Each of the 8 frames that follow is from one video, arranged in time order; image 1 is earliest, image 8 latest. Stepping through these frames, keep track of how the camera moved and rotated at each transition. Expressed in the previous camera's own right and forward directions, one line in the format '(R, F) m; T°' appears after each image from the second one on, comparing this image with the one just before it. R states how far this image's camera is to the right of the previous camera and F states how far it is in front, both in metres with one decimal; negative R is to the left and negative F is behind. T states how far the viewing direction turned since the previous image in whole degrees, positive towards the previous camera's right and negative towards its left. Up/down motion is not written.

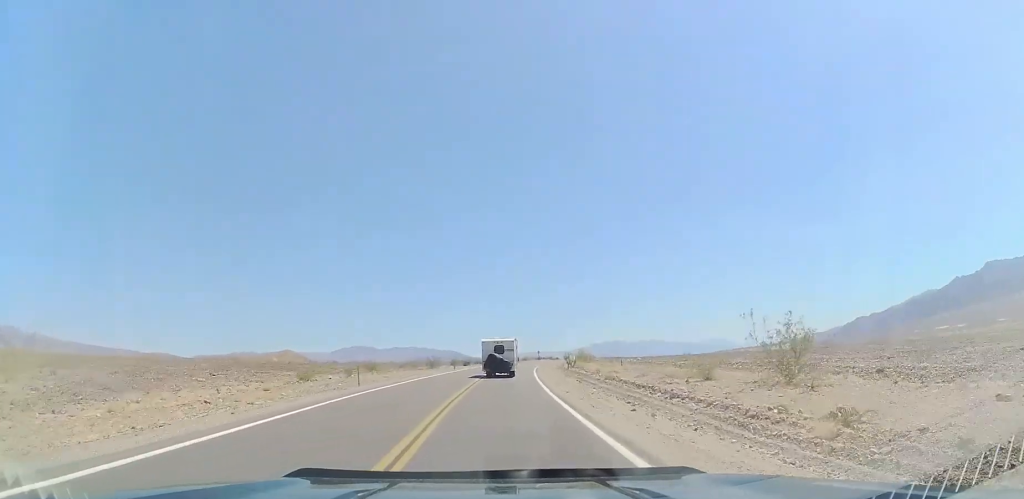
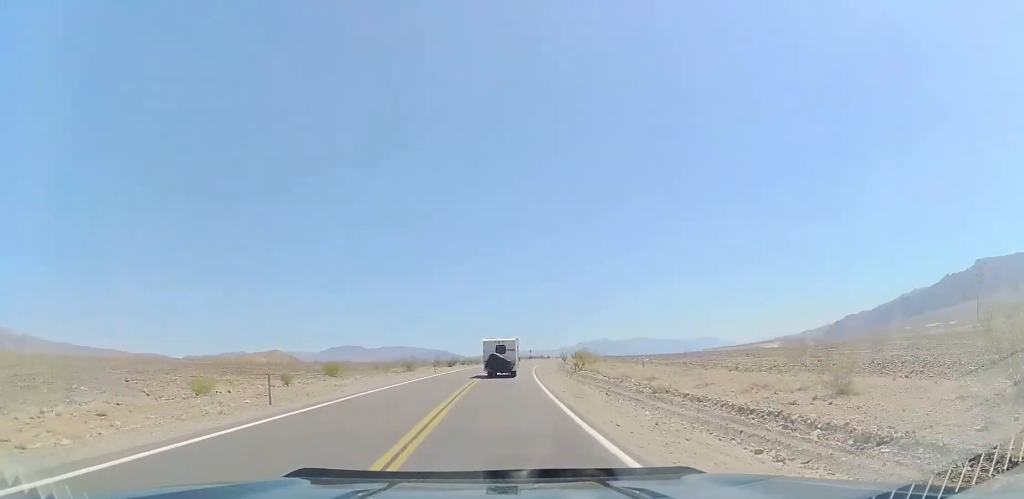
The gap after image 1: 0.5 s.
(+0.2, +11.3) m; +1°
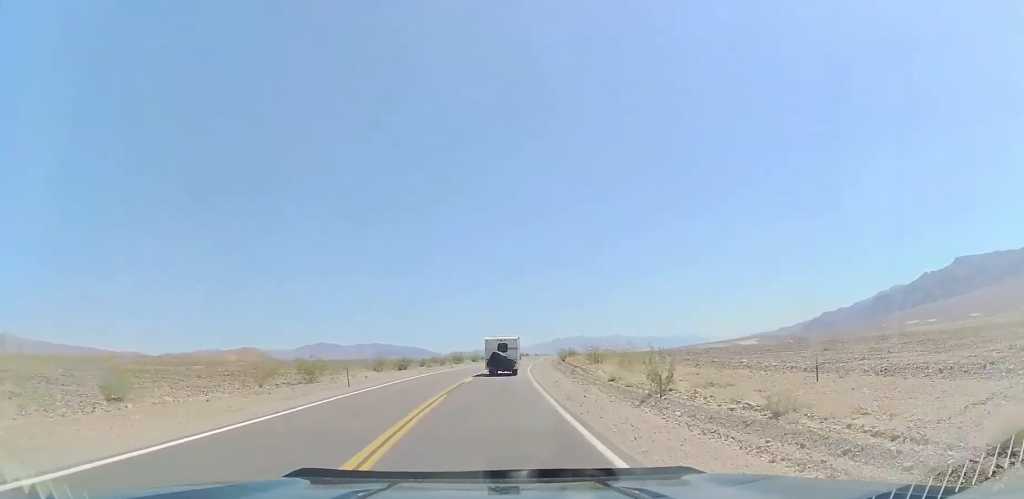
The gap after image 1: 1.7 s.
(+0.7, +26.7) m; +3°
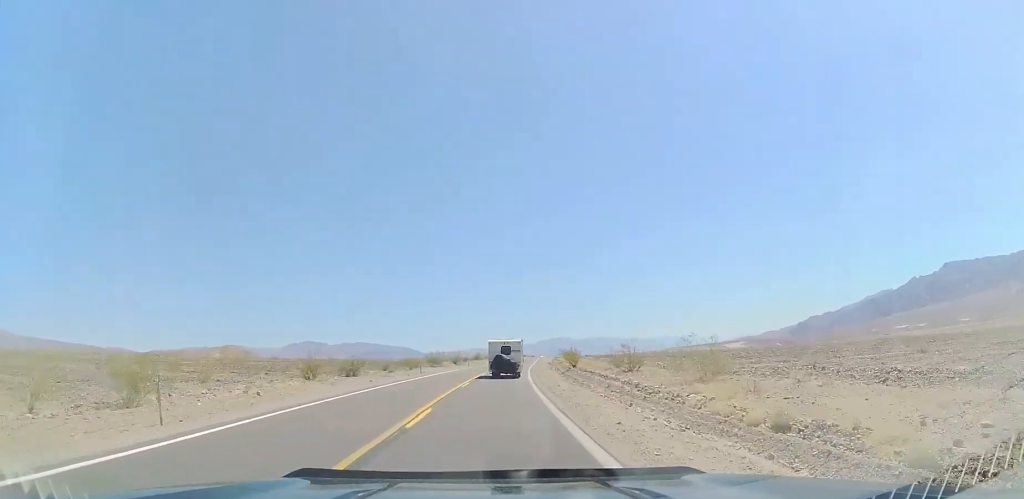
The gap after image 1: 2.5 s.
(+0.4, +16.9) m; +2°
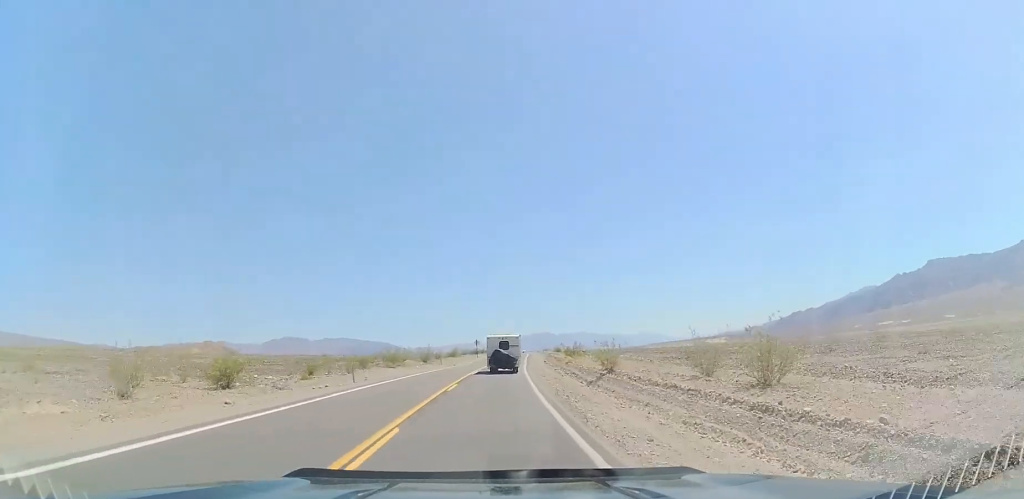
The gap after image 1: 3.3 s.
(+0.3, +19.1) m; 0°
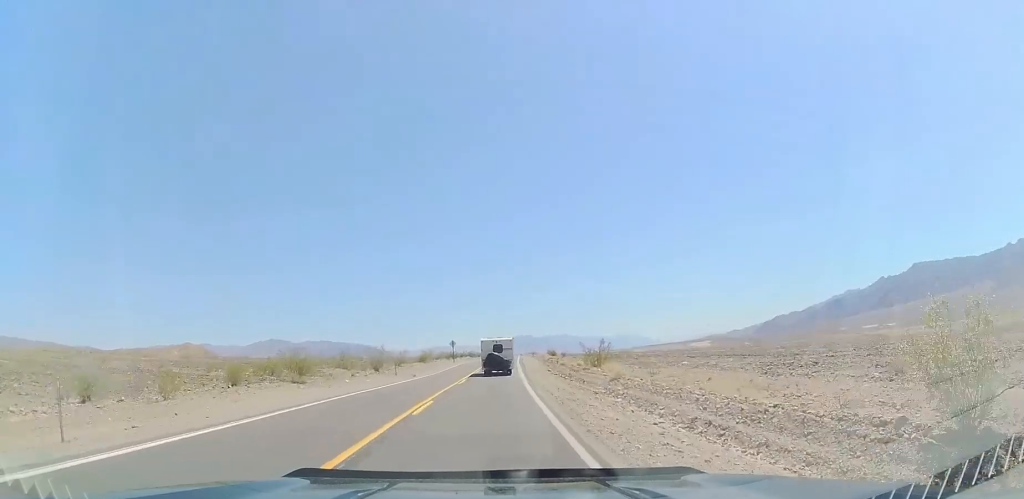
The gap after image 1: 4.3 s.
(-0.3, +22.1) m; +1°
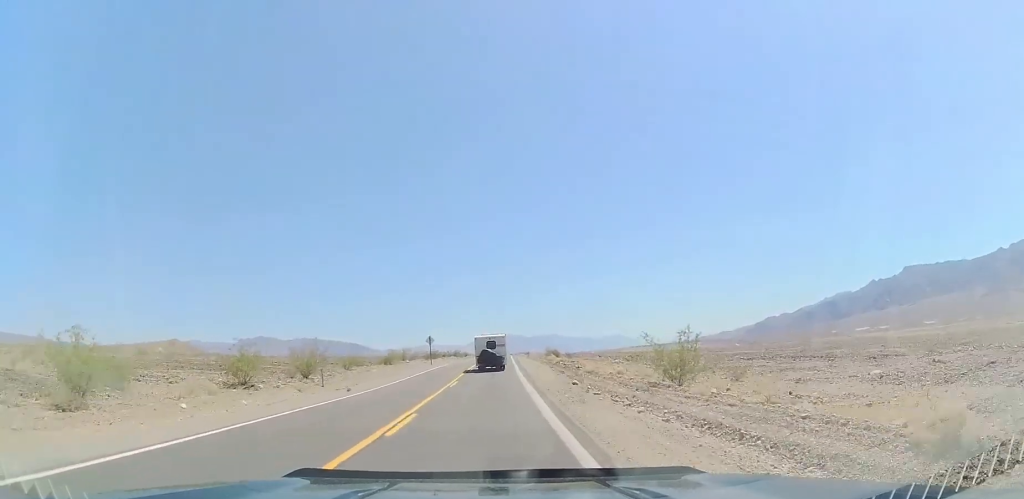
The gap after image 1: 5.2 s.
(+0.5, +18.3) m; +3°
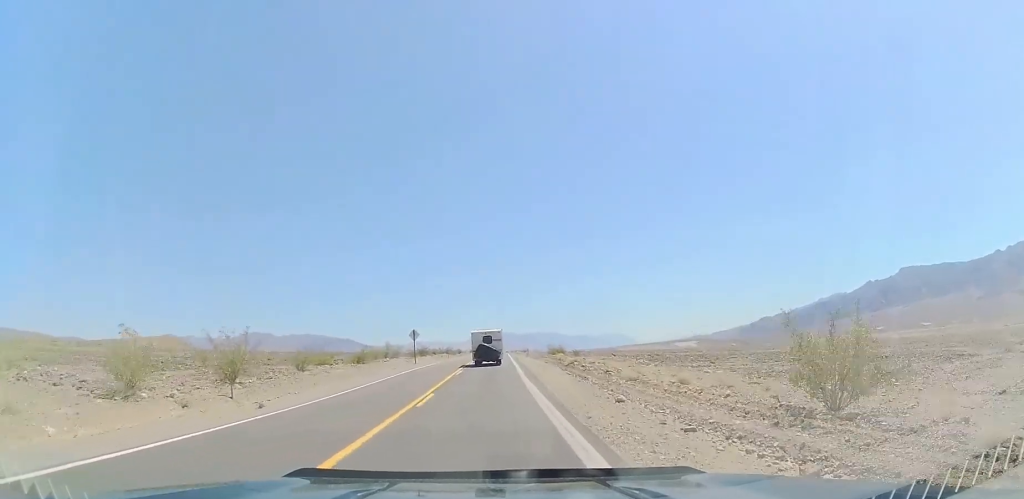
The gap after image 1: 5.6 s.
(+0.2, +10.2) m; +1°
